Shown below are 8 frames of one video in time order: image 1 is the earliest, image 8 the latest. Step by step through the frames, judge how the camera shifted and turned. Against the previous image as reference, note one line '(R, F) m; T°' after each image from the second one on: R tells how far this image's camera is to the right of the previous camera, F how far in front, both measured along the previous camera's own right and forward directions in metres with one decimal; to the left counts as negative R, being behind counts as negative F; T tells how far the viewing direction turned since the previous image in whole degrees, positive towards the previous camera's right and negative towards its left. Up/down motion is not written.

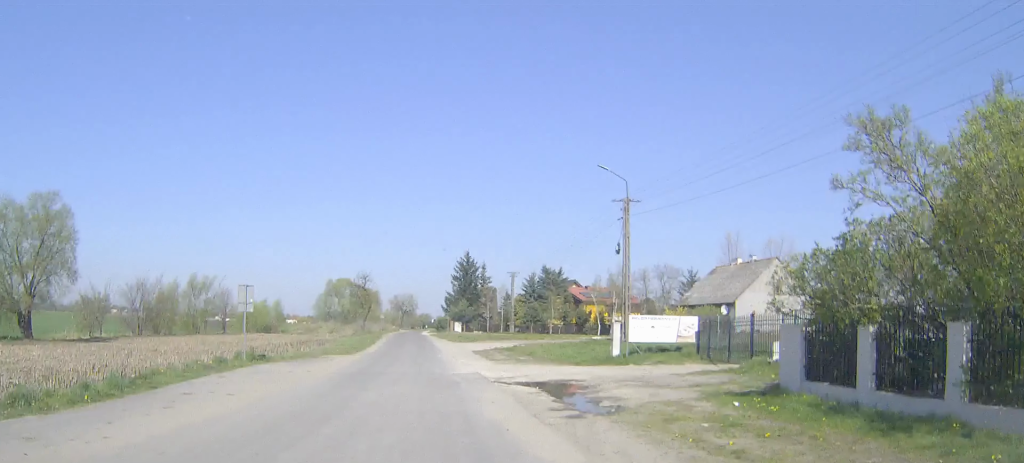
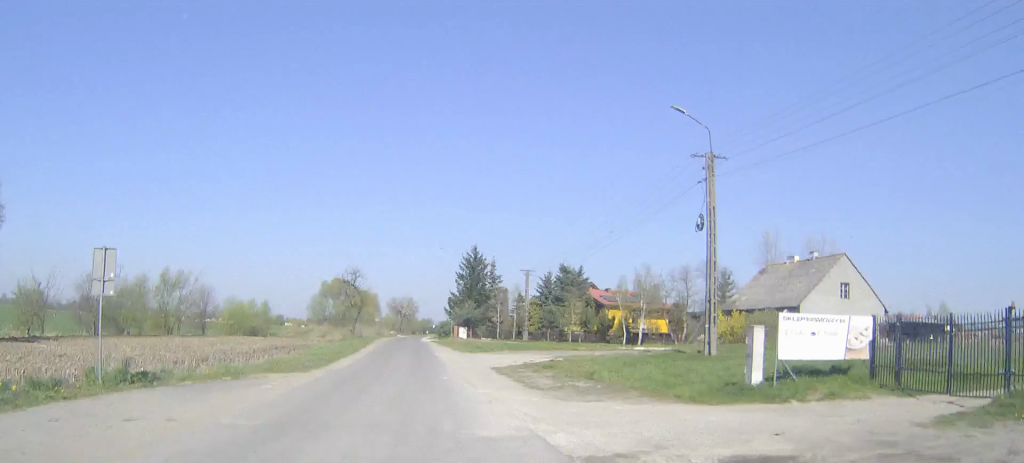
(+0.2, +11.8) m; +1°
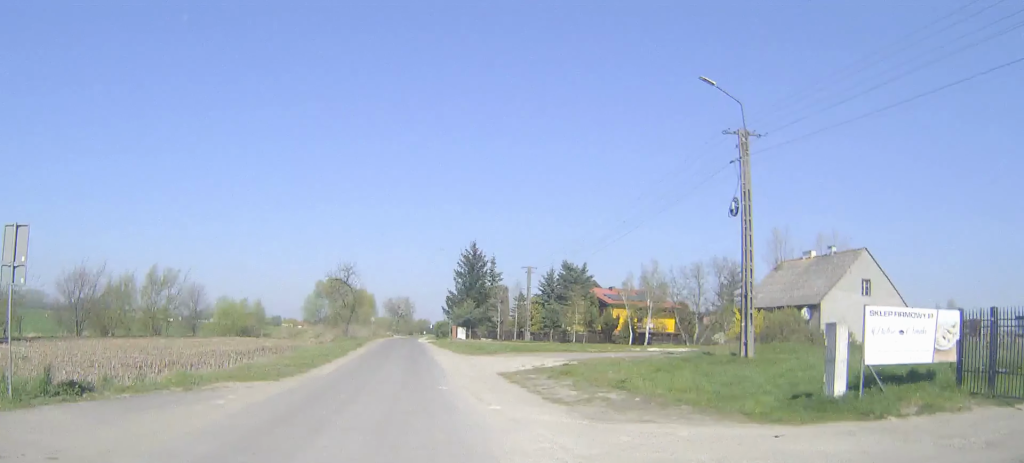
(0.0, +3.3) m; 0°
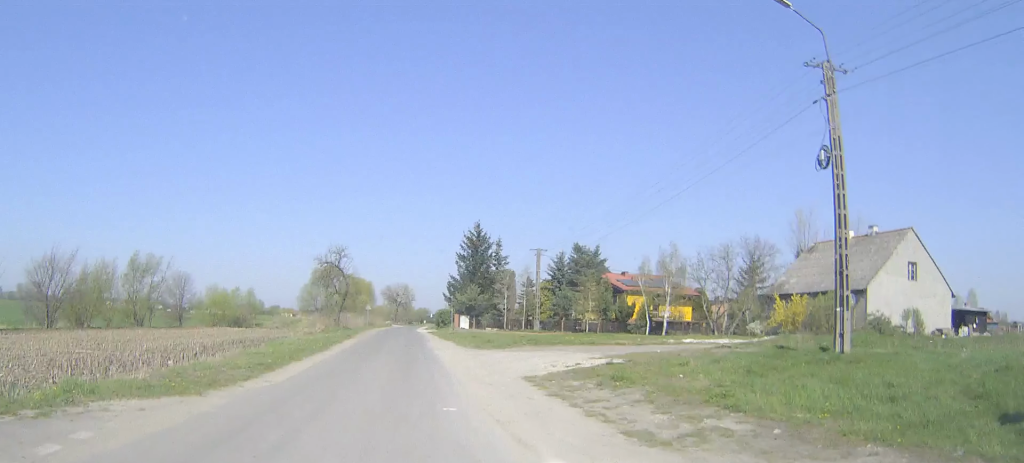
(0.0, +5.9) m; 0°
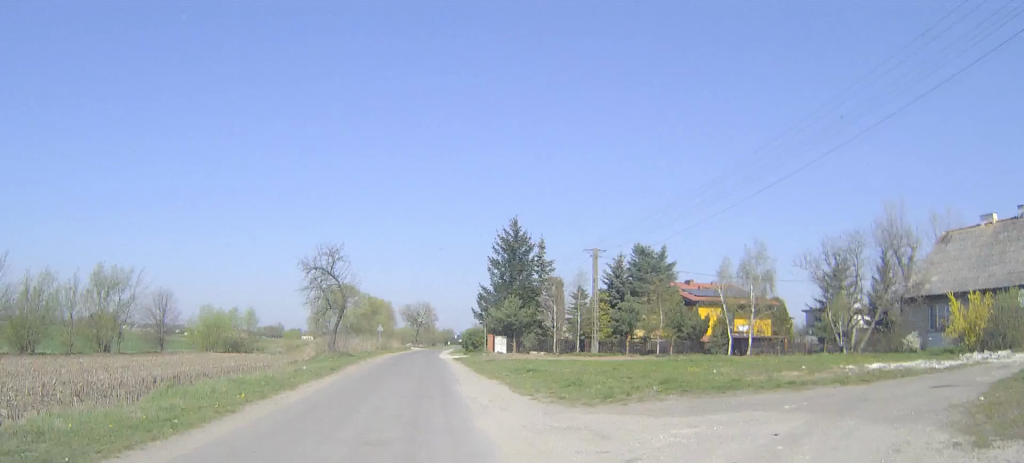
(-0.1, +16.4) m; -2°
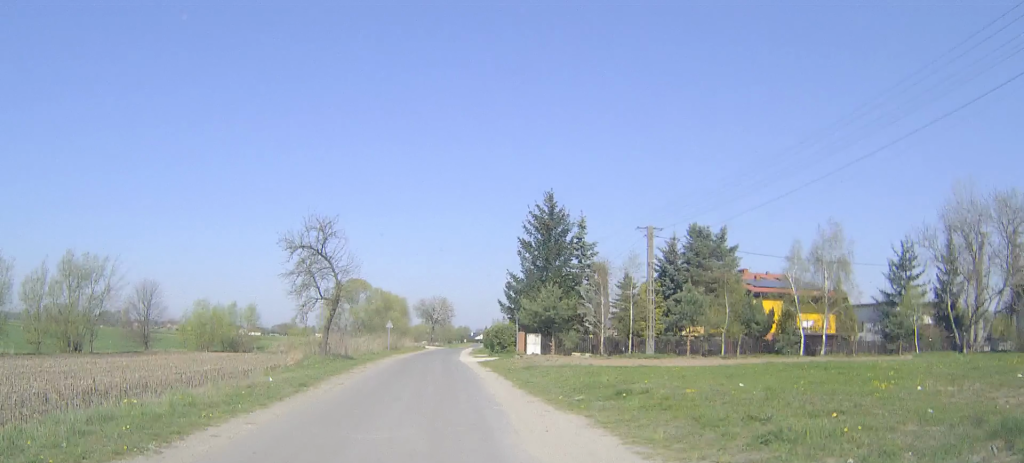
(-0.1, +8.9) m; -1°
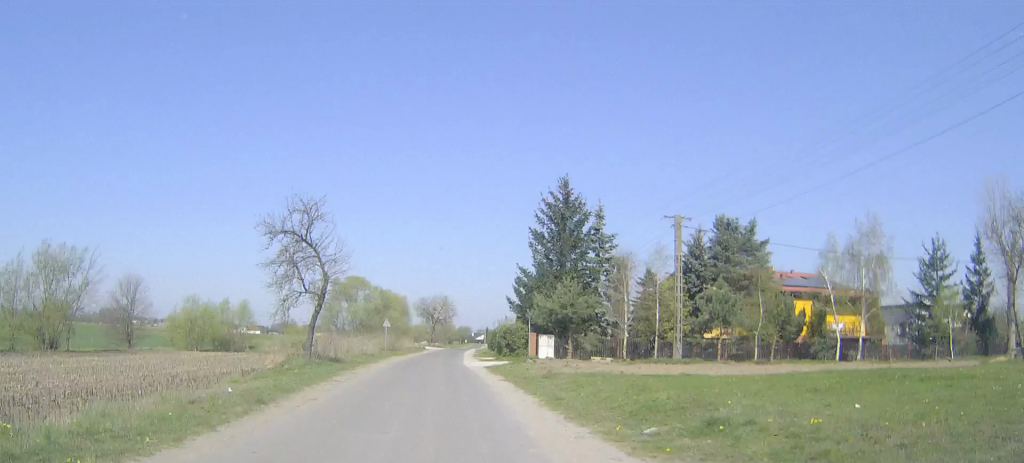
(0.0, +4.3) m; 0°
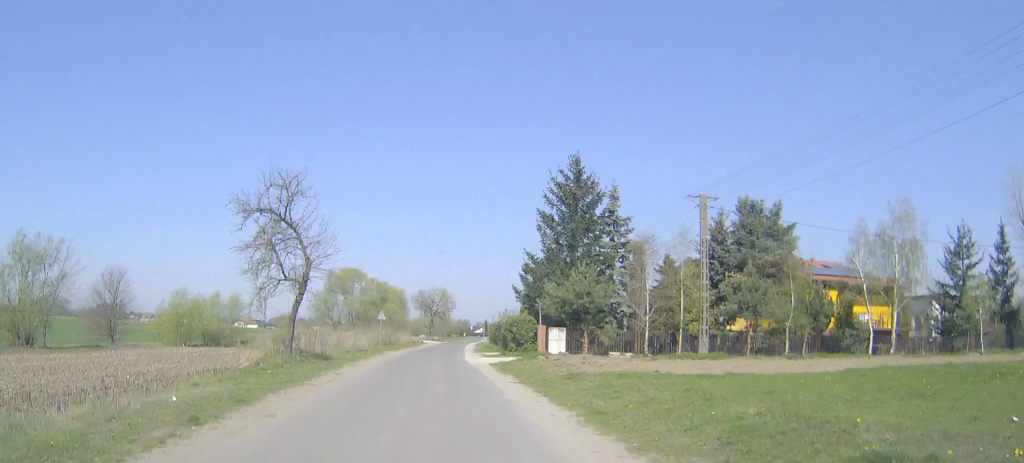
(0.0, +3.6) m; 0°
